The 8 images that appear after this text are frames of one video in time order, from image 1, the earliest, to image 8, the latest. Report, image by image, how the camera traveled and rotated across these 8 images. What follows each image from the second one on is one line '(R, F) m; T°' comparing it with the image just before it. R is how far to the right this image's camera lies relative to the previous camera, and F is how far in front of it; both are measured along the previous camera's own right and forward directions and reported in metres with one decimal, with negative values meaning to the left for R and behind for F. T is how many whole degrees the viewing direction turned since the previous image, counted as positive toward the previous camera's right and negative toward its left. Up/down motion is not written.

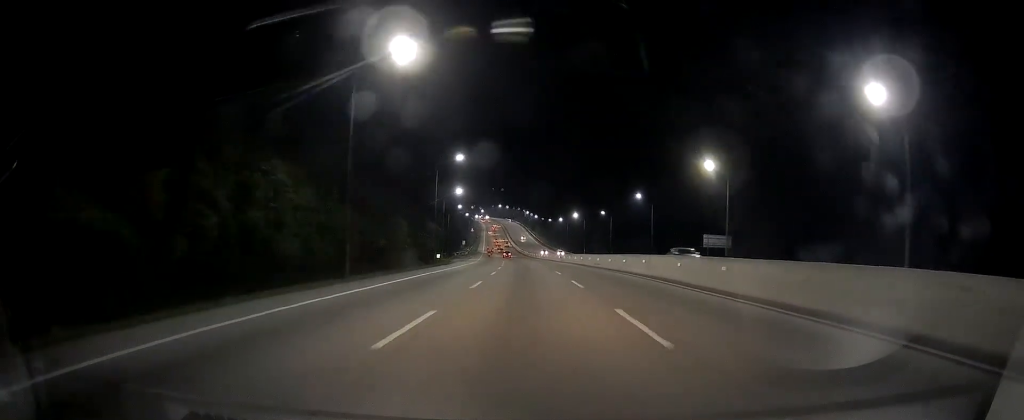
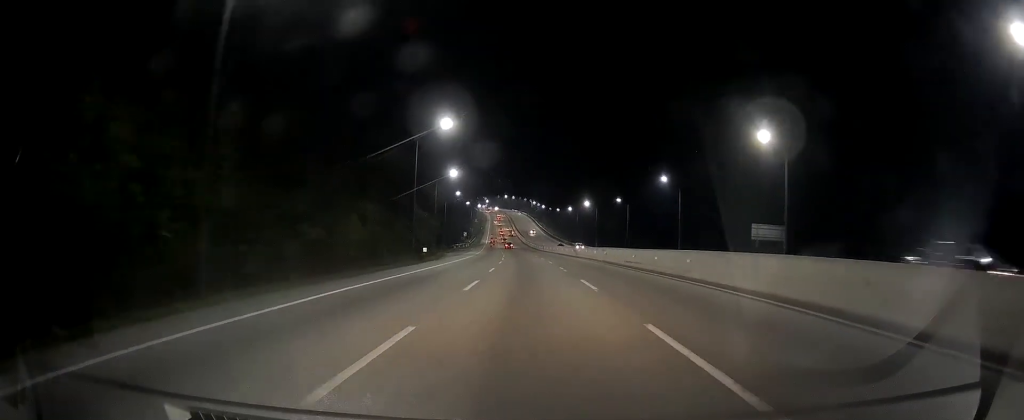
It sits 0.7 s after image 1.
(-0.2, +14.7) m; -1°
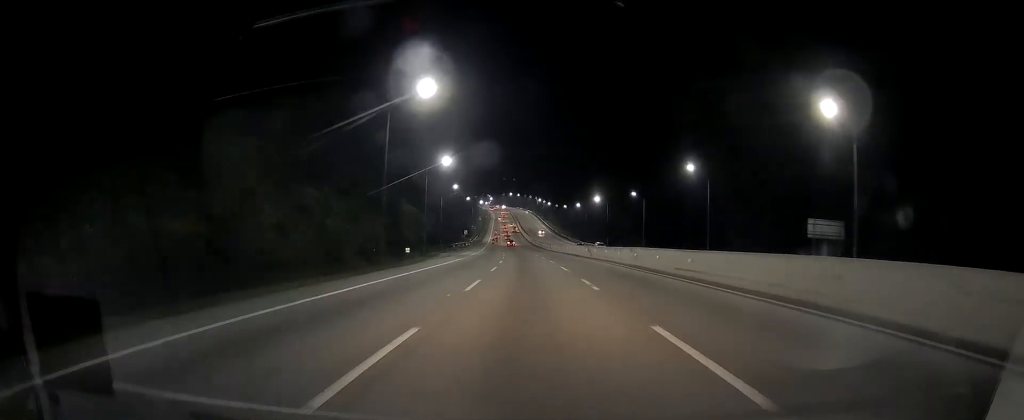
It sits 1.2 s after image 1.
(0.0, +11.9) m; -1°
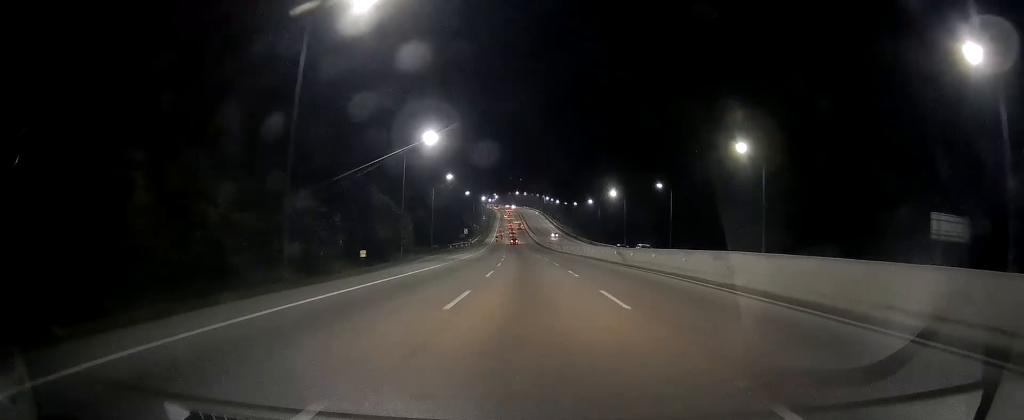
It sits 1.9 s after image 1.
(0.0, +16.5) m; -1°
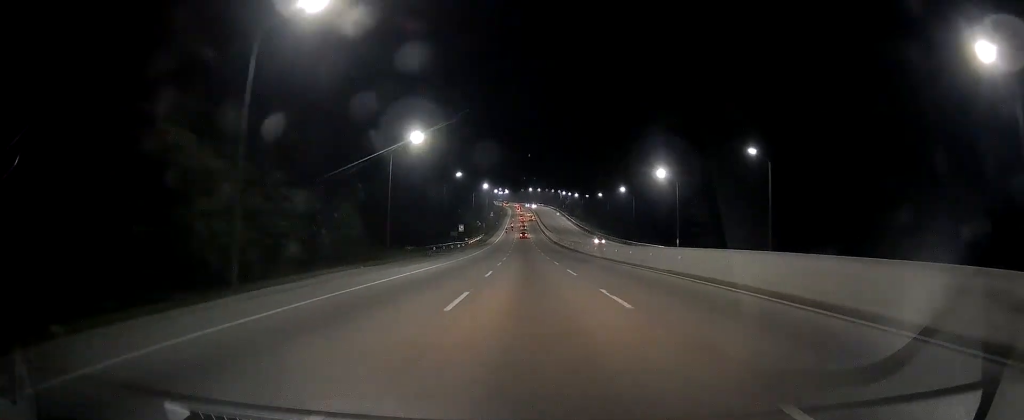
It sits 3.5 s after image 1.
(-0.6, +35.4) m; -1°
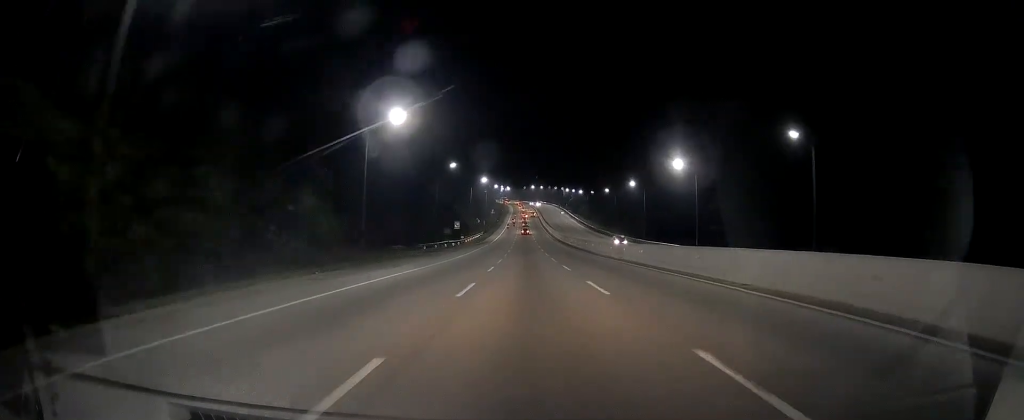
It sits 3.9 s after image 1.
(0.0, +9.4) m; 0°
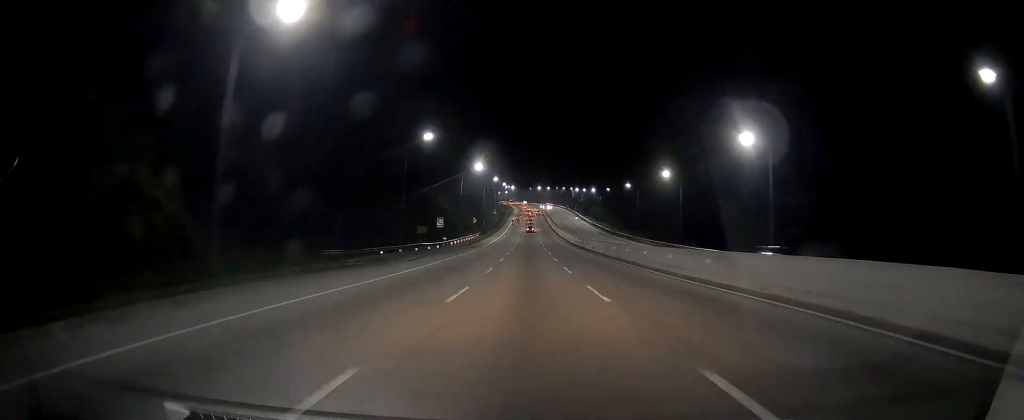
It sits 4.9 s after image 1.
(+0.1, +24.8) m; -1°
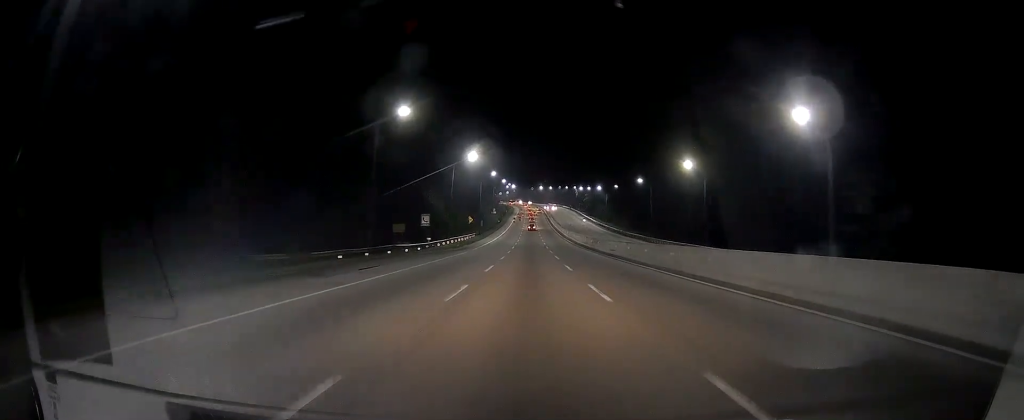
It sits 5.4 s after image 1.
(-0.3, +12.2) m; 0°
